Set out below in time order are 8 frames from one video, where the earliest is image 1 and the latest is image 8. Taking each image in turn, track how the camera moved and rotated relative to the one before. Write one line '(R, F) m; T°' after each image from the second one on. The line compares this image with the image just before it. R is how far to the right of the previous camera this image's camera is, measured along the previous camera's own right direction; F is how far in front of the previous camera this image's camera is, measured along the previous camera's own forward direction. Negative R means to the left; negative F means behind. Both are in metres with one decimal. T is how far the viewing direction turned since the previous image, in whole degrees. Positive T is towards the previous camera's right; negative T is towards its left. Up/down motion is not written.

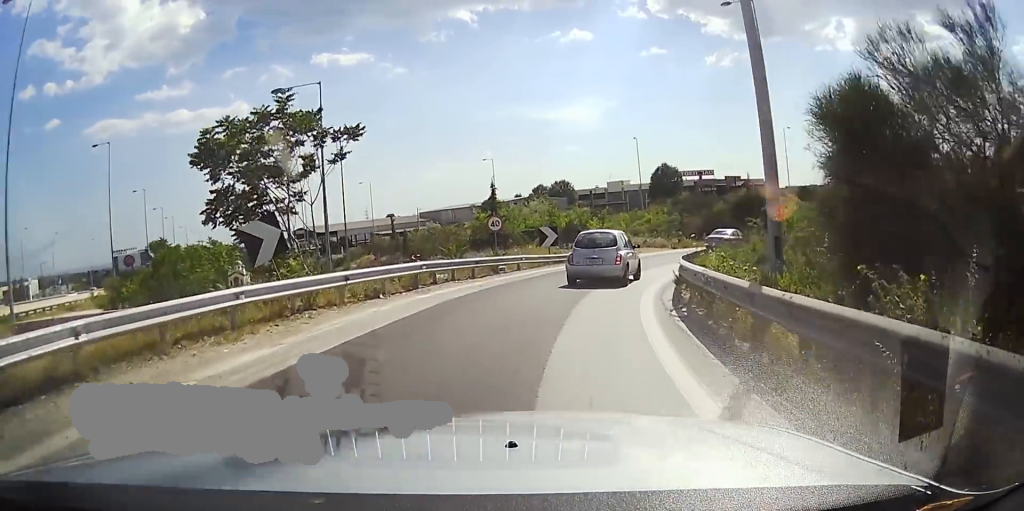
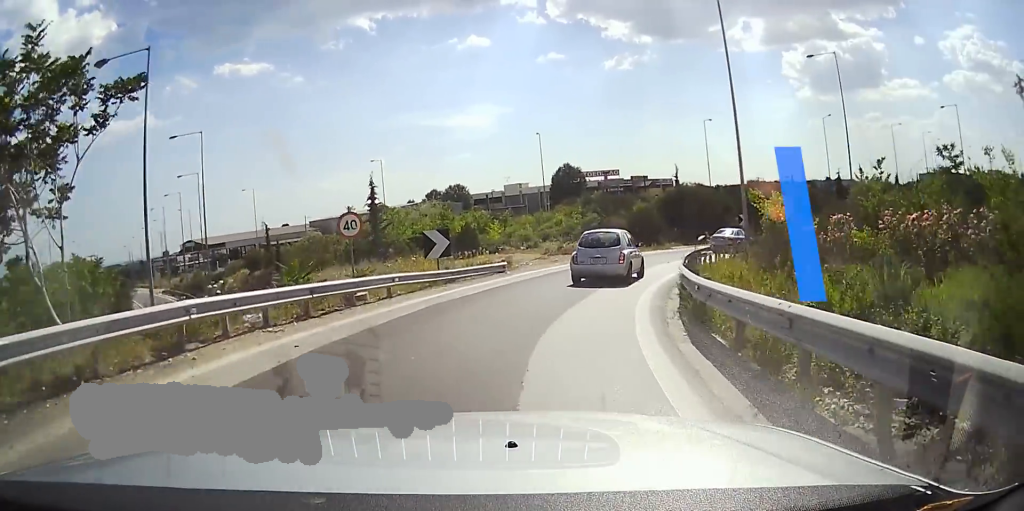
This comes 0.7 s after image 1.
(0.0, +8.8) m; 0°
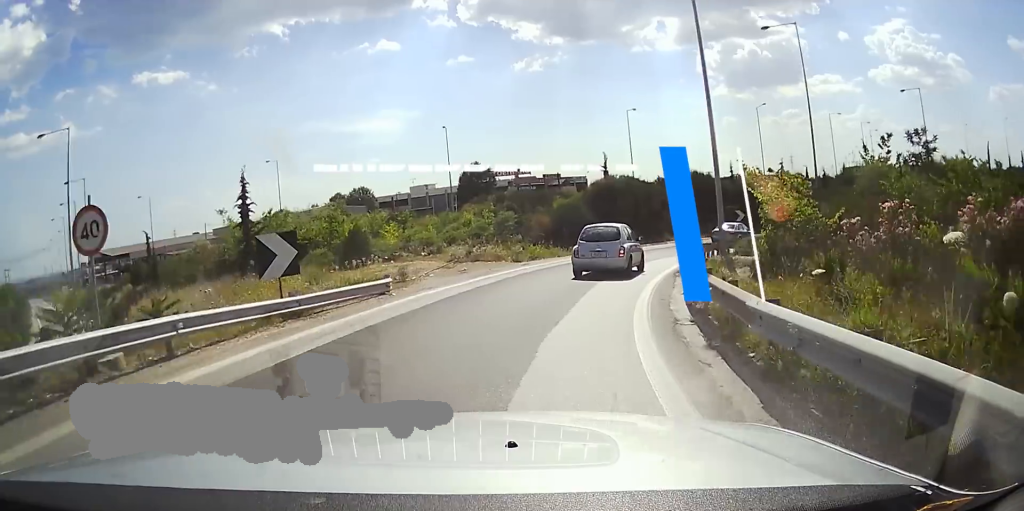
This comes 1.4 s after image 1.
(0.0, +7.6) m; +8°
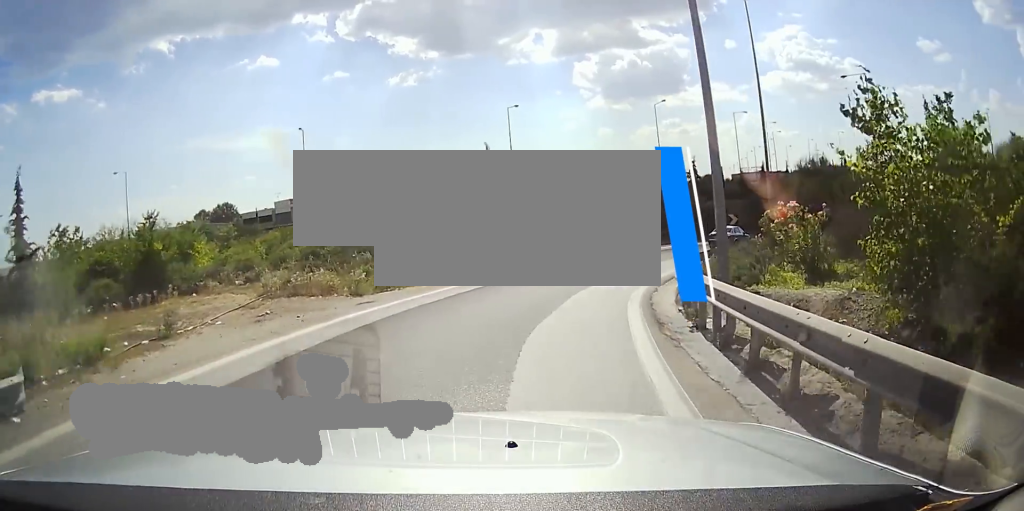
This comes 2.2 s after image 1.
(+1.1, +10.0) m; +13°
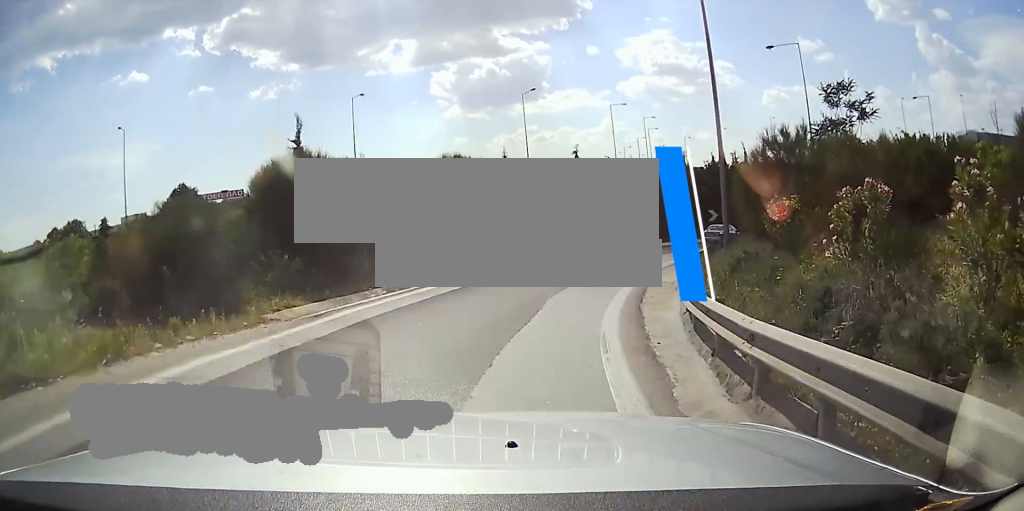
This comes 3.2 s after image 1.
(+1.7, +11.5) m; +14°
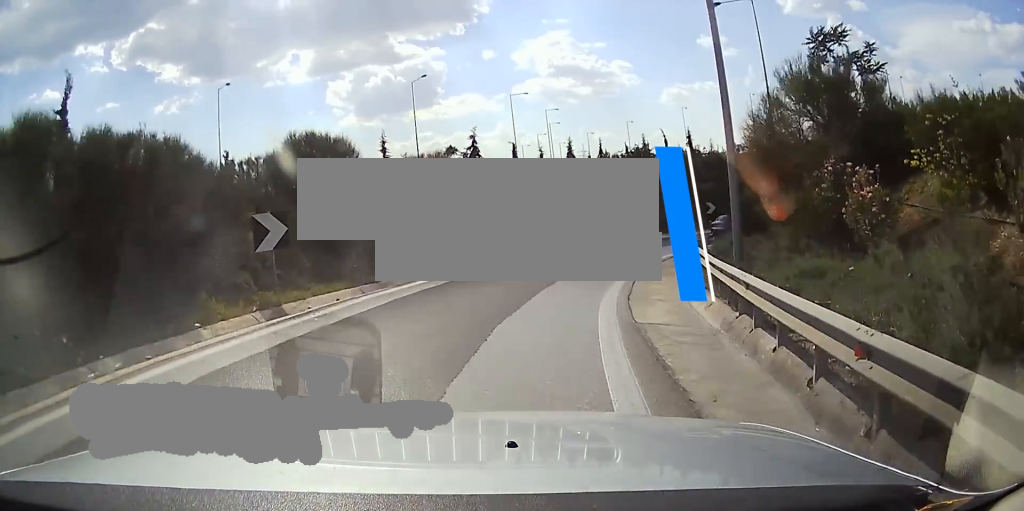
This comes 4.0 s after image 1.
(+0.2, +9.4) m; +13°
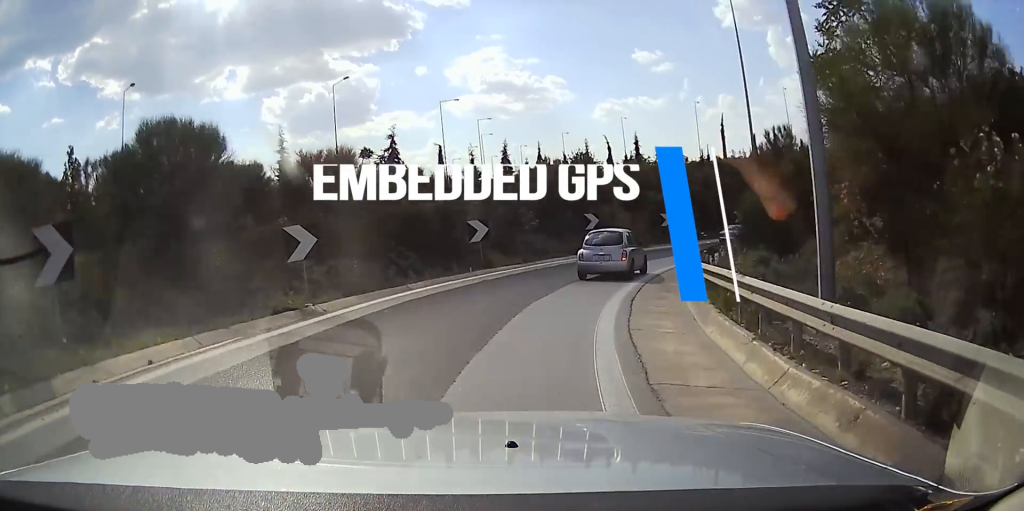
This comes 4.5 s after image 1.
(+1.2, +6.4) m; +12°
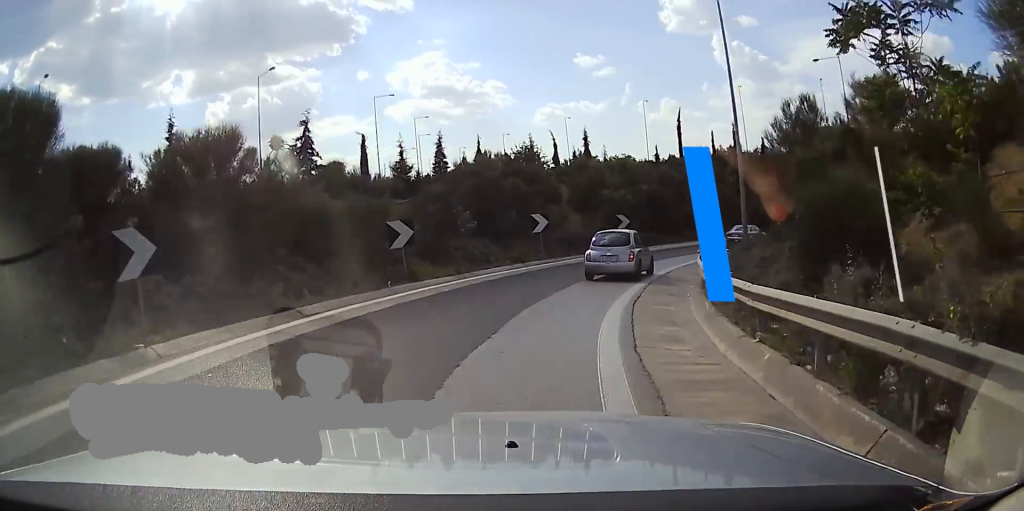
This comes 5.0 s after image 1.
(+0.5, +5.6) m; +8°
